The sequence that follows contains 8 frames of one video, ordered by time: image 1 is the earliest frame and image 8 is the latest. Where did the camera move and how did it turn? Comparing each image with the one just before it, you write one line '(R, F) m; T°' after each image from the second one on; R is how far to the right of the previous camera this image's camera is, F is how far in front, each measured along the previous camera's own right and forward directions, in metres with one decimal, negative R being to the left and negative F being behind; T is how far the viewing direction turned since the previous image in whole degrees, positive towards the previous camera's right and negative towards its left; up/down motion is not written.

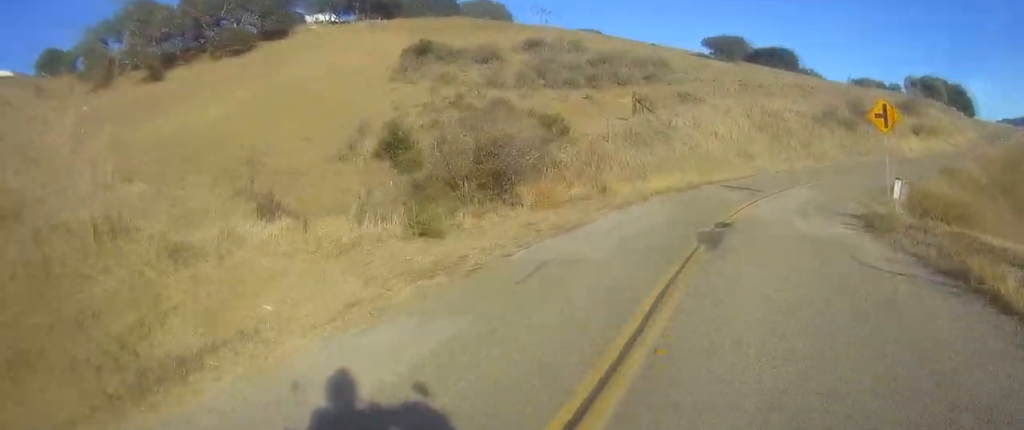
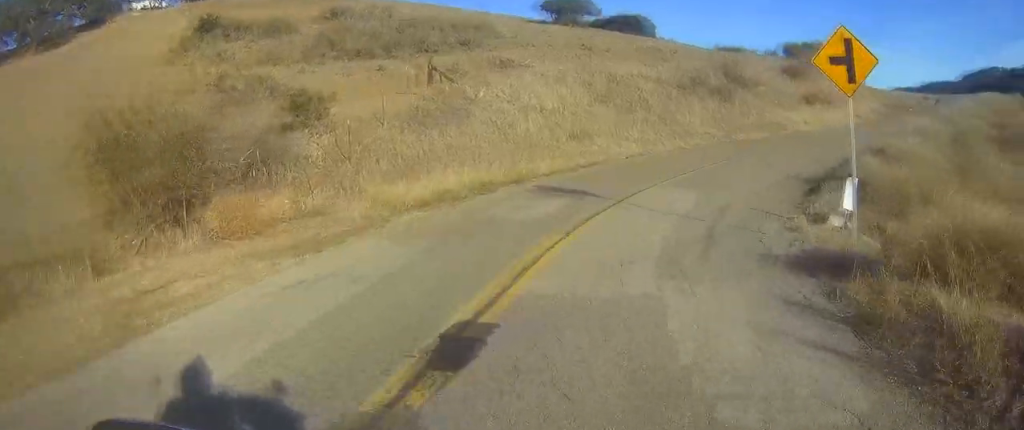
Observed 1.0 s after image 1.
(-0.5, +8.8) m; -6°
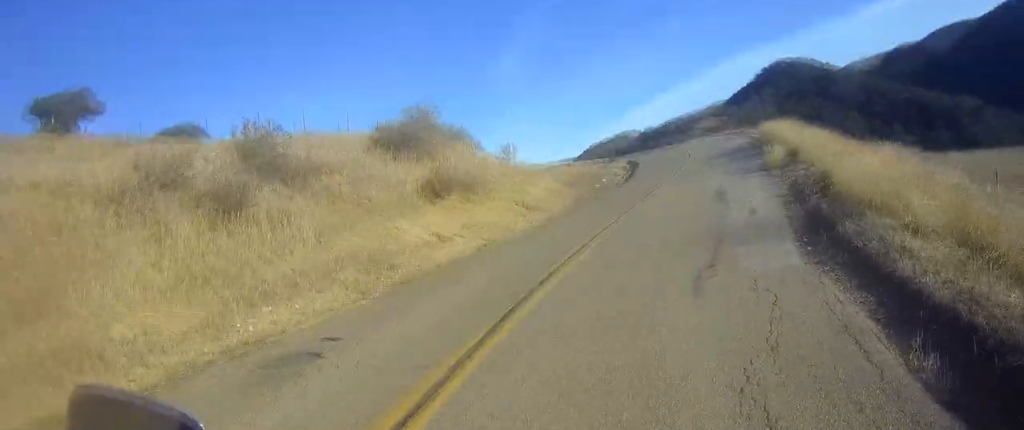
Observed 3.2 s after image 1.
(+1.2, +21.2) m; +20°
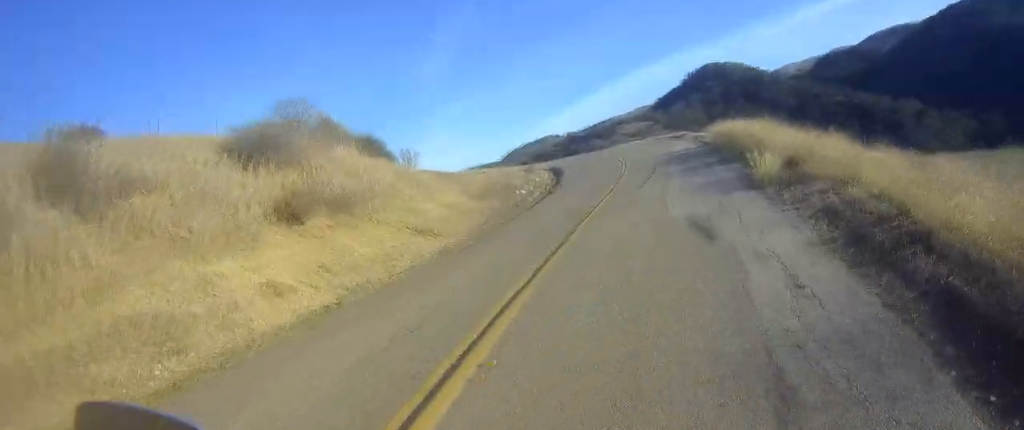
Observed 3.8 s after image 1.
(+0.5, +5.4) m; +9°
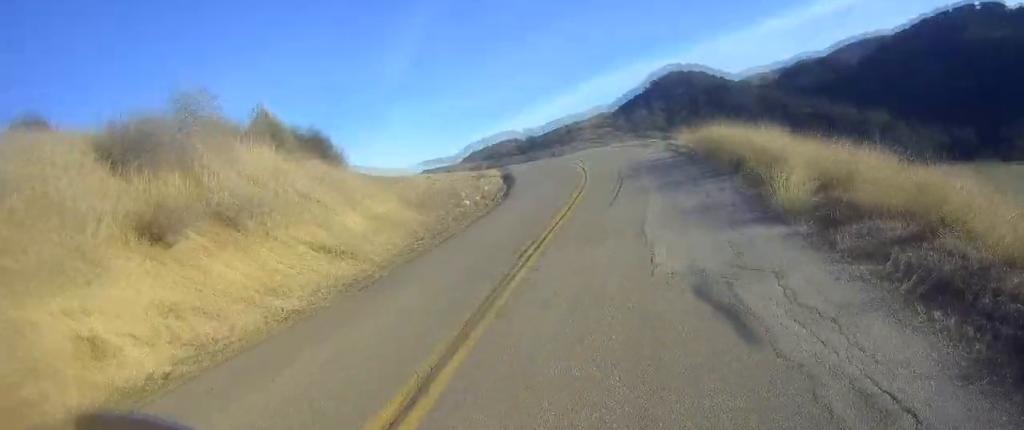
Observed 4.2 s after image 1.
(+0.6, +3.9) m; +5°
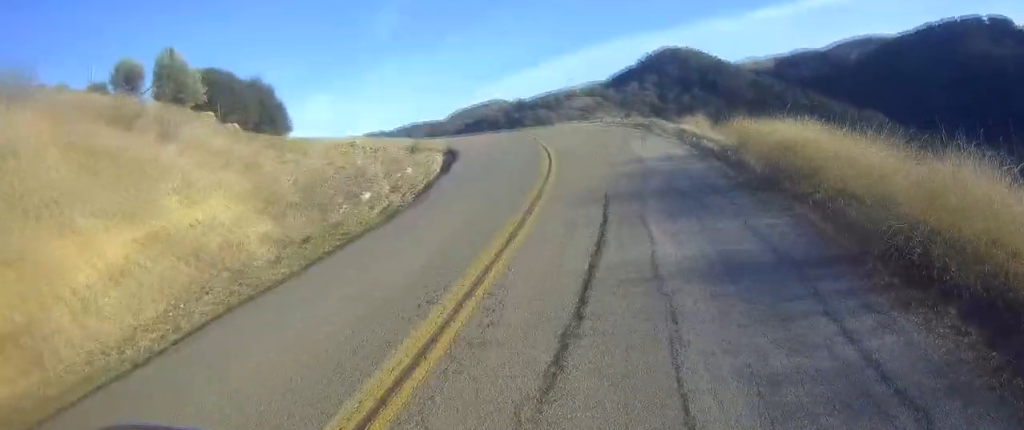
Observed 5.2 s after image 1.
(+0.9, +9.9) m; +6°
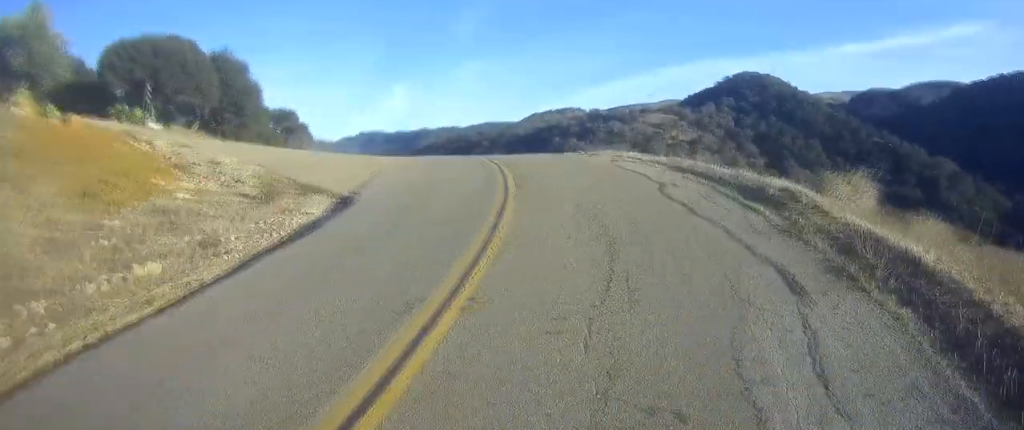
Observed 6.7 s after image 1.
(+0.1, +15.3) m; -3°
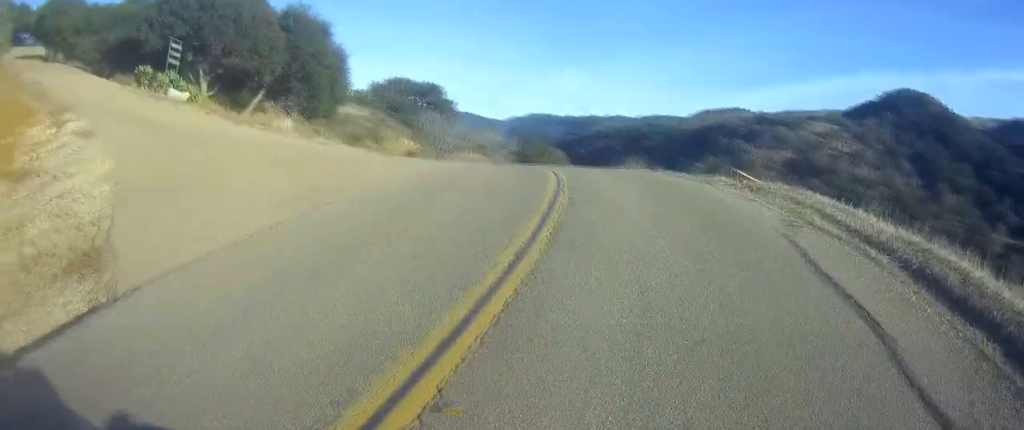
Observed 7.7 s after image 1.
(-0.5, +9.7) m; -12°
